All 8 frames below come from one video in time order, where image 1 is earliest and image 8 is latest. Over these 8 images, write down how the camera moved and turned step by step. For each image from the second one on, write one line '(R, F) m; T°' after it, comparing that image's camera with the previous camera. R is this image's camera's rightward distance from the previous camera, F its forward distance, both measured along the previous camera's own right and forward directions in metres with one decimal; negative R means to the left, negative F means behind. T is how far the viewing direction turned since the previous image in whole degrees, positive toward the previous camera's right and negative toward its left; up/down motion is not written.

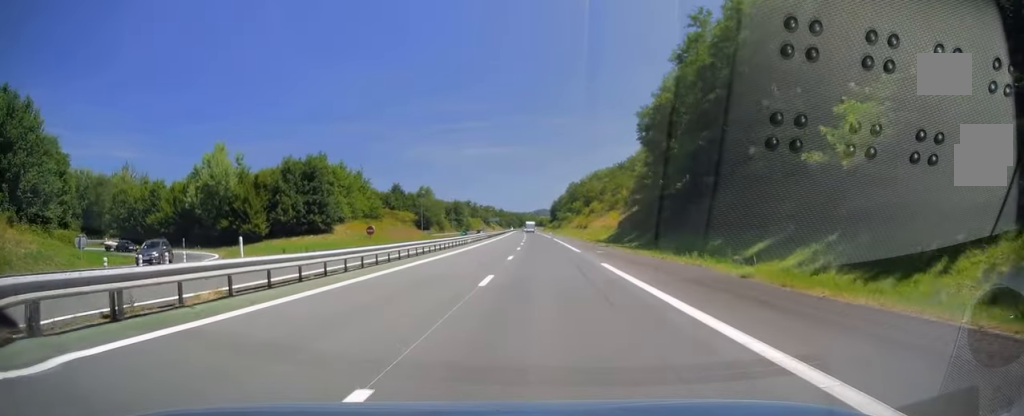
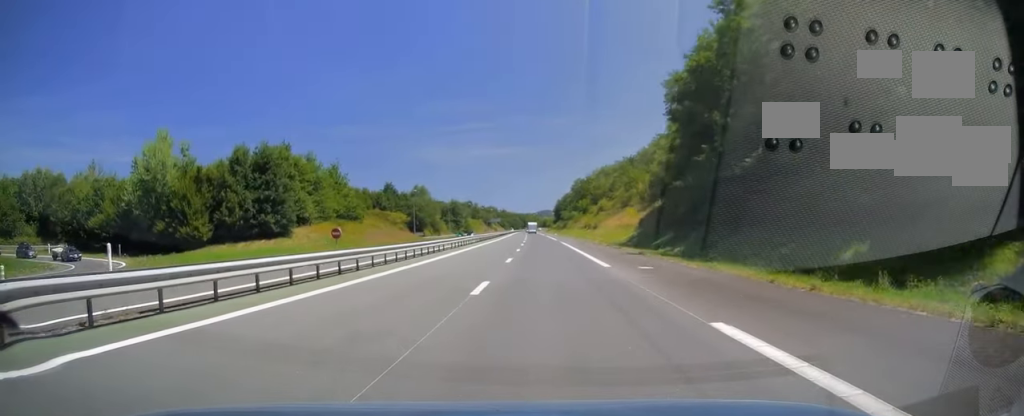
(-0.1, +14.8) m; 0°
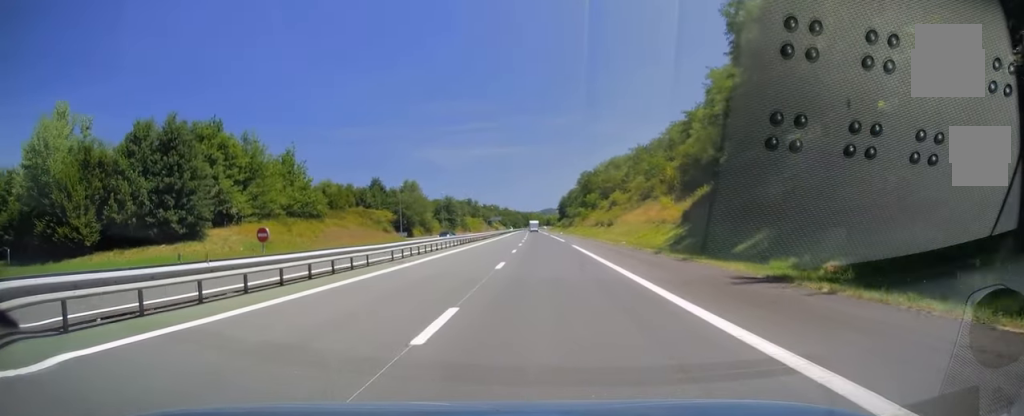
(0.0, +18.9) m; 0°
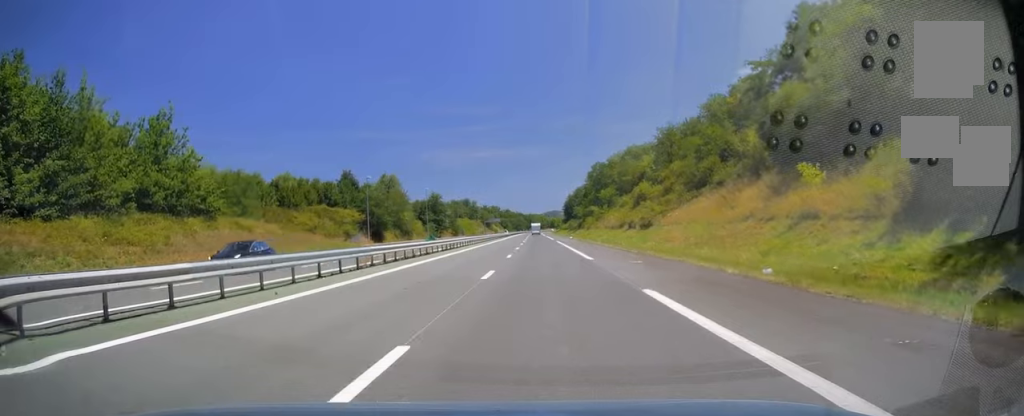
(0.0, +29.4) m; -1°
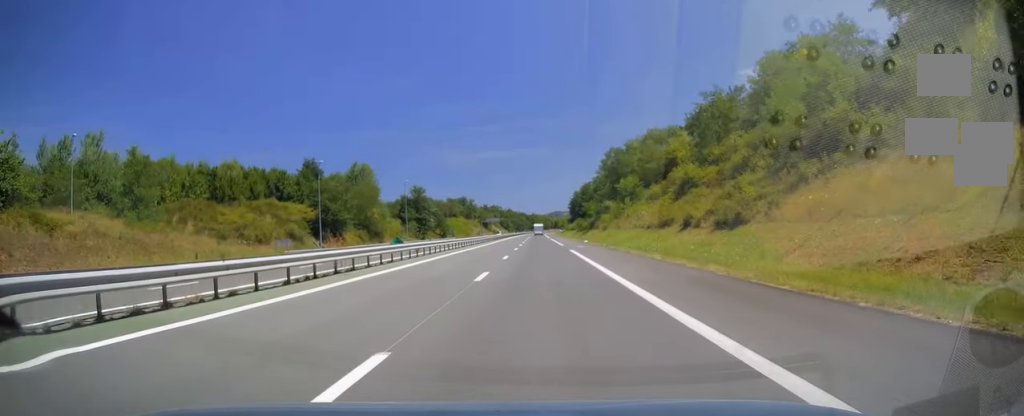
(-0.3, +26.4) m; -1°
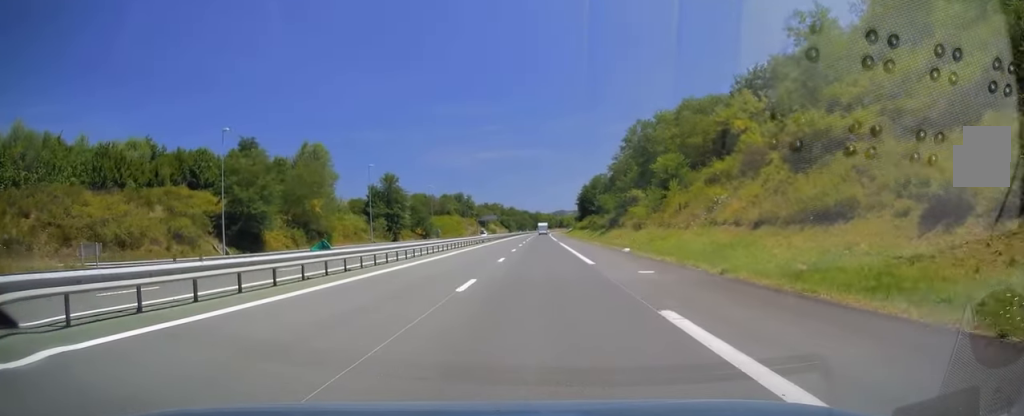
(-0.3, +28.9) m; 0°
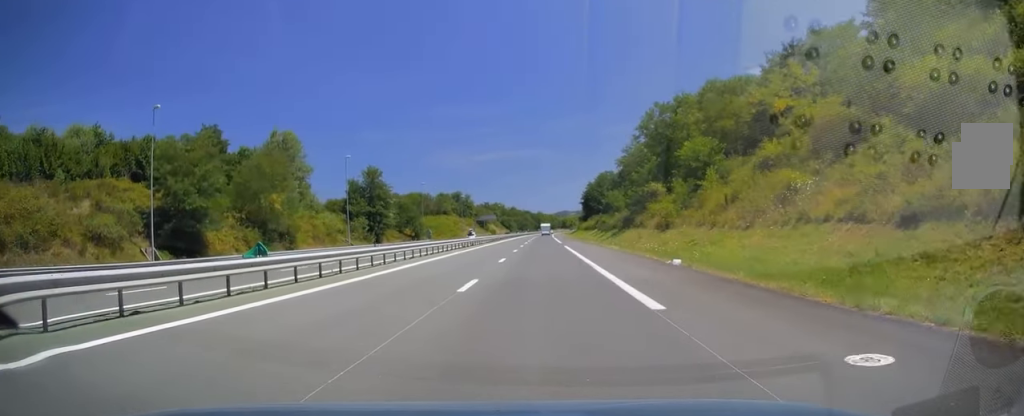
(0.0, +12.7) m; 0°
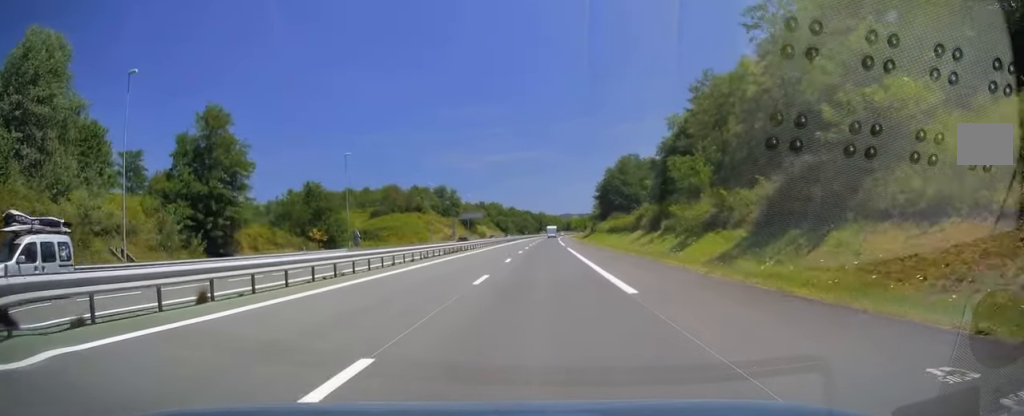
(+0.1, +48.6) m; 0°
